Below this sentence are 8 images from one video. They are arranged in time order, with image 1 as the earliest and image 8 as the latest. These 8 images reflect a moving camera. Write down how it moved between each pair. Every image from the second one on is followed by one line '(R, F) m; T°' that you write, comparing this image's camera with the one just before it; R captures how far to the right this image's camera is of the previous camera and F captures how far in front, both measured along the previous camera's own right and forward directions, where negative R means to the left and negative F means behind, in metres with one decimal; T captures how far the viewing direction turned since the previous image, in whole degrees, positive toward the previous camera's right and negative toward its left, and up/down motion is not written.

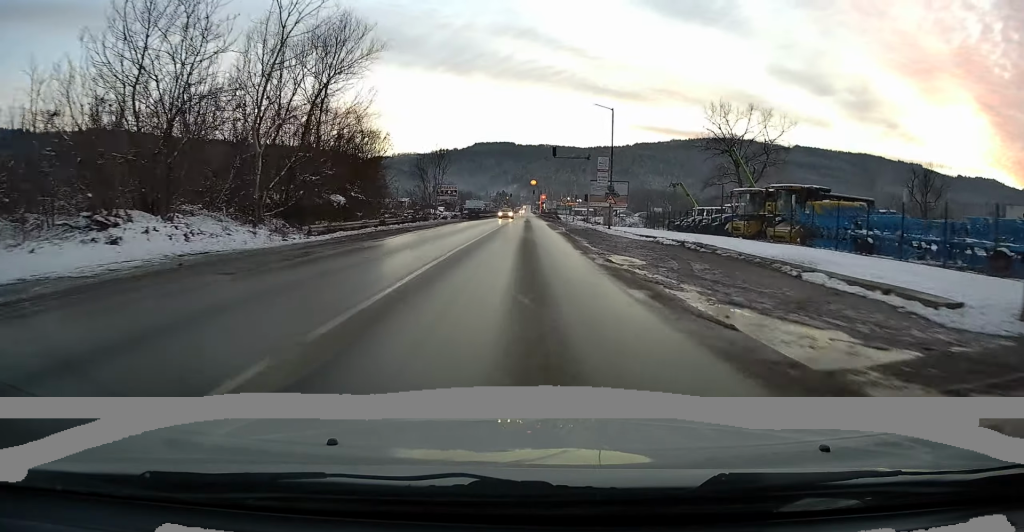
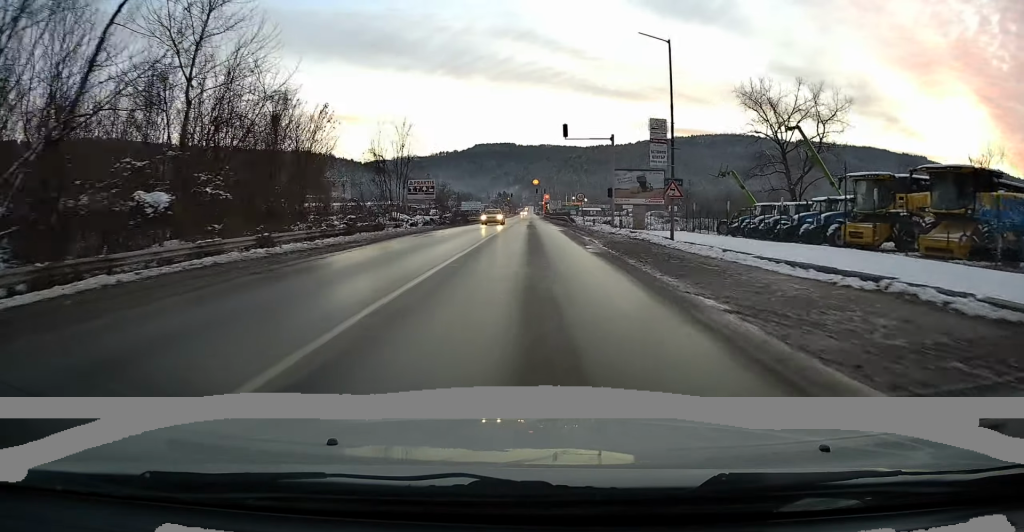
(-0.1, +16.8) m; 0°
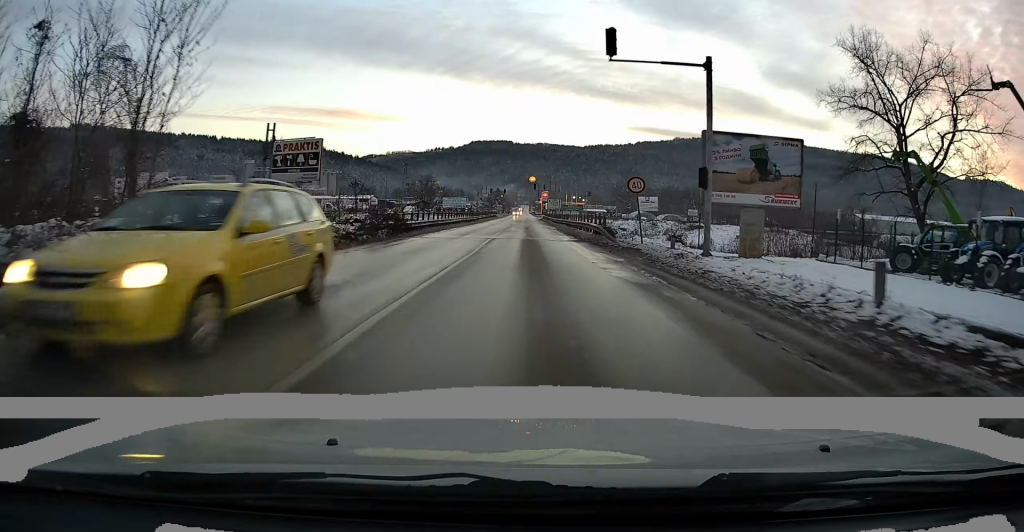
(+0.2, +26.1) m; +1°
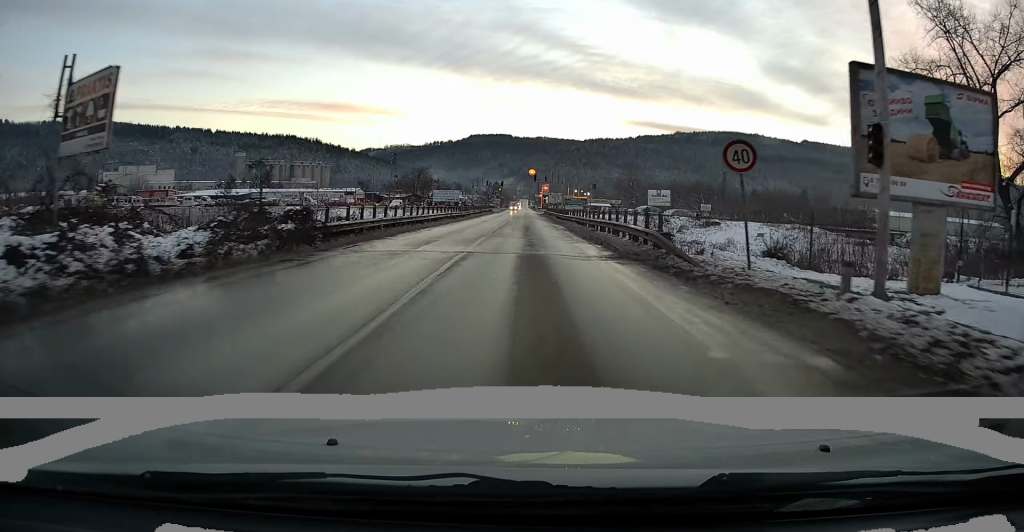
(0.0, +11.6) m; 0°
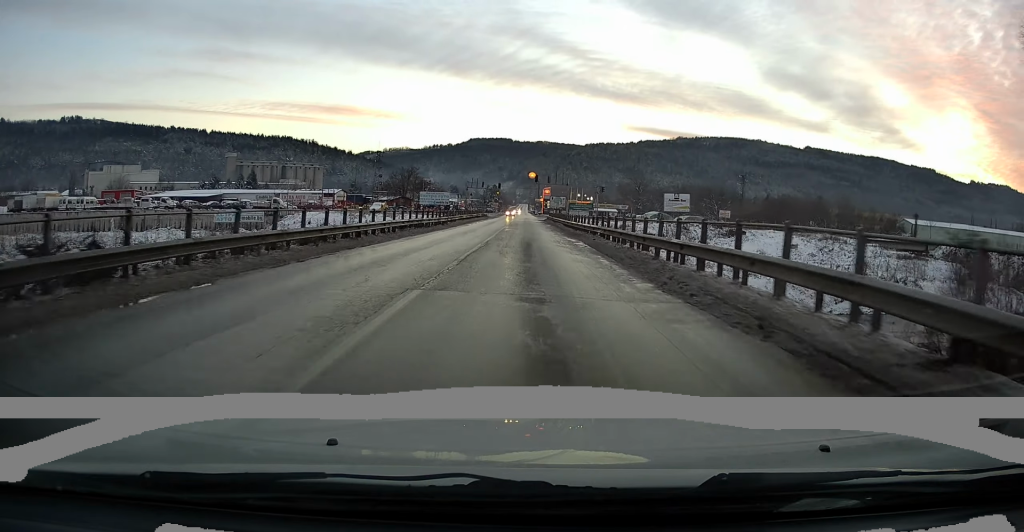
(0.0, +14.0) m; 0°
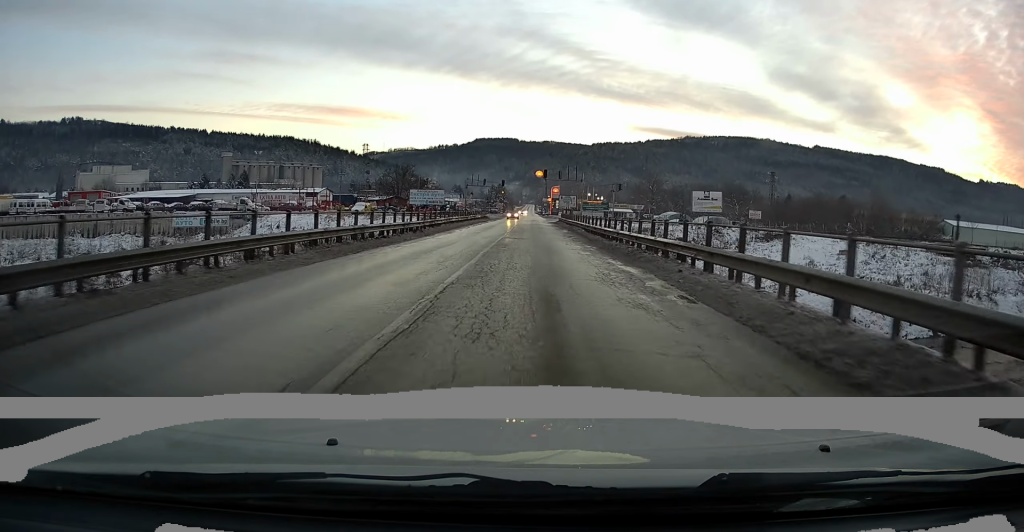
(+0.1, +13.7) m; 0°
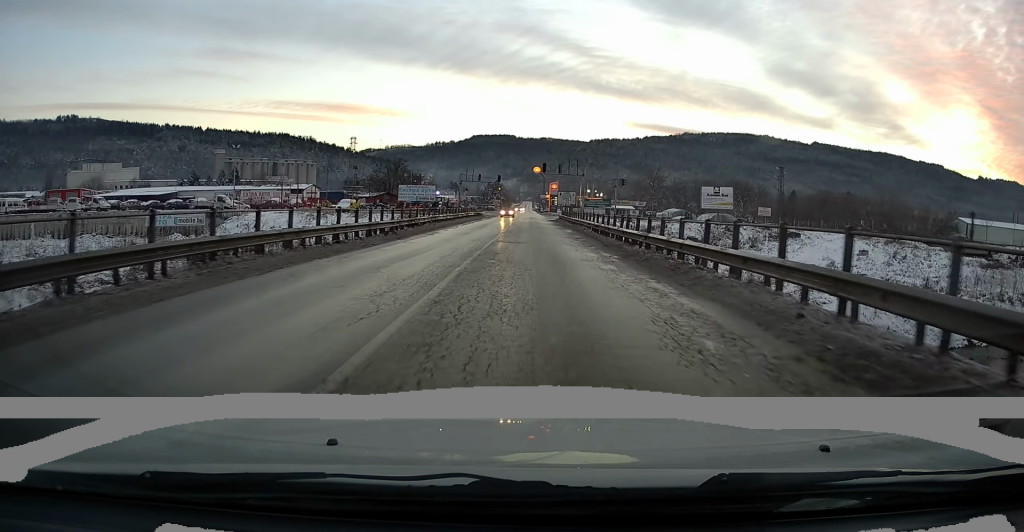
(0.0, +5.9) m; 0°
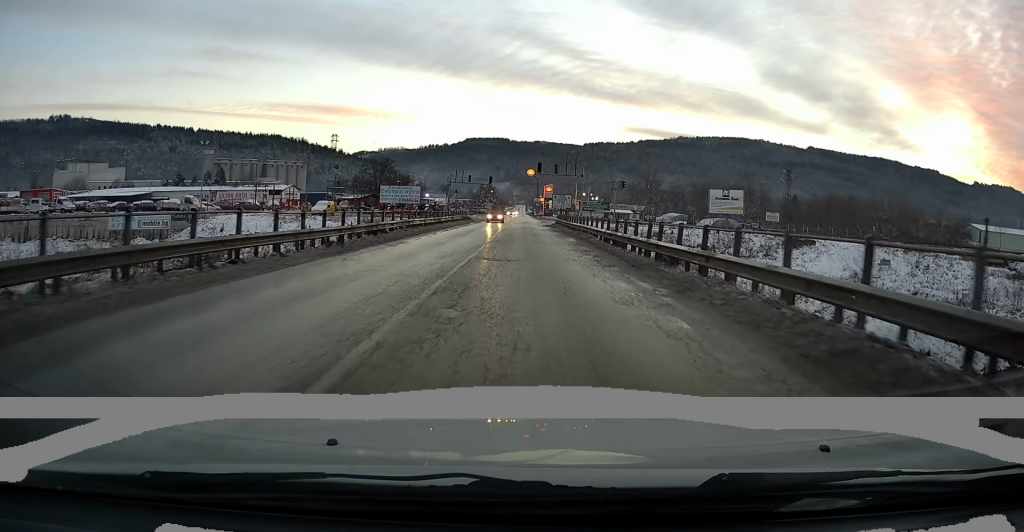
(0.0, +6.6) m; 0°
